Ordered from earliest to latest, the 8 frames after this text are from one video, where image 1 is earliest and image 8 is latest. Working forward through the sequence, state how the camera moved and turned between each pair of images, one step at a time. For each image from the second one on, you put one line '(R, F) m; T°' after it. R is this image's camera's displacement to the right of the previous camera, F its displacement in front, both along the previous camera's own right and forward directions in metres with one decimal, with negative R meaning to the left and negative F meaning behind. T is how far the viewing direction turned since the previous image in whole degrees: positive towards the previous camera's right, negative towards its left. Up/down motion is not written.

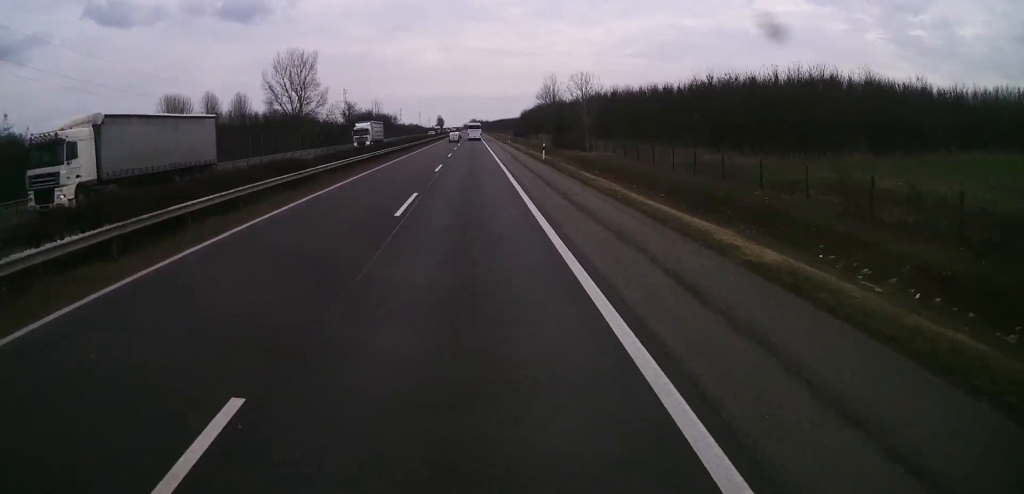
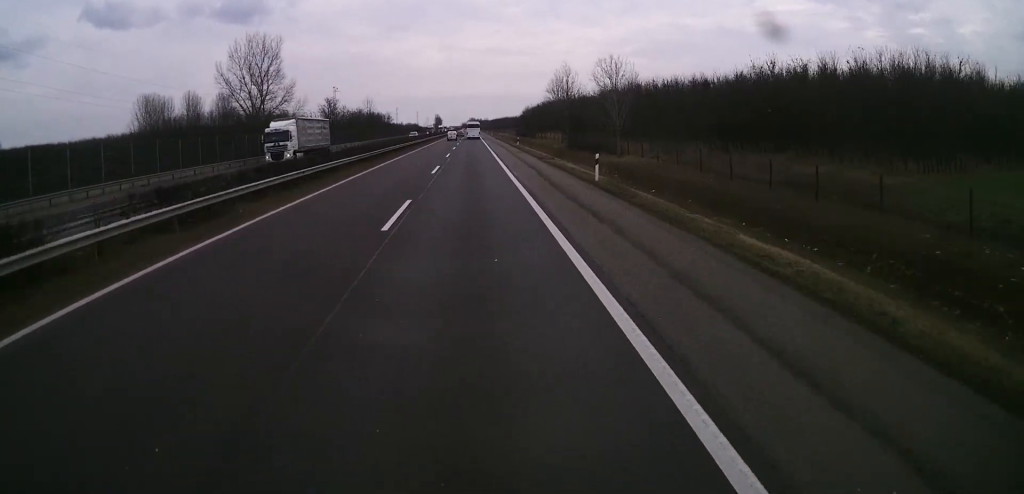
(+0.1, +20.7) m; 0°
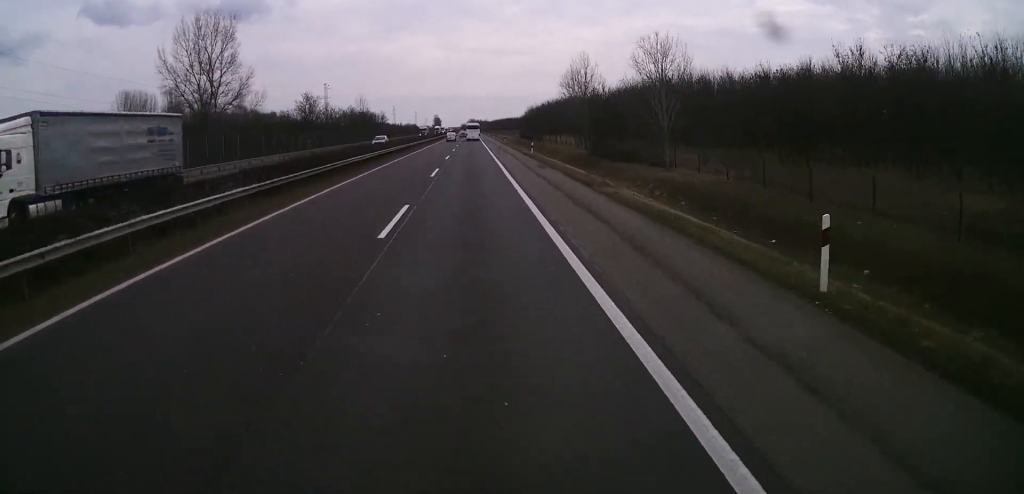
(-0.3, +18.4) m; -1°
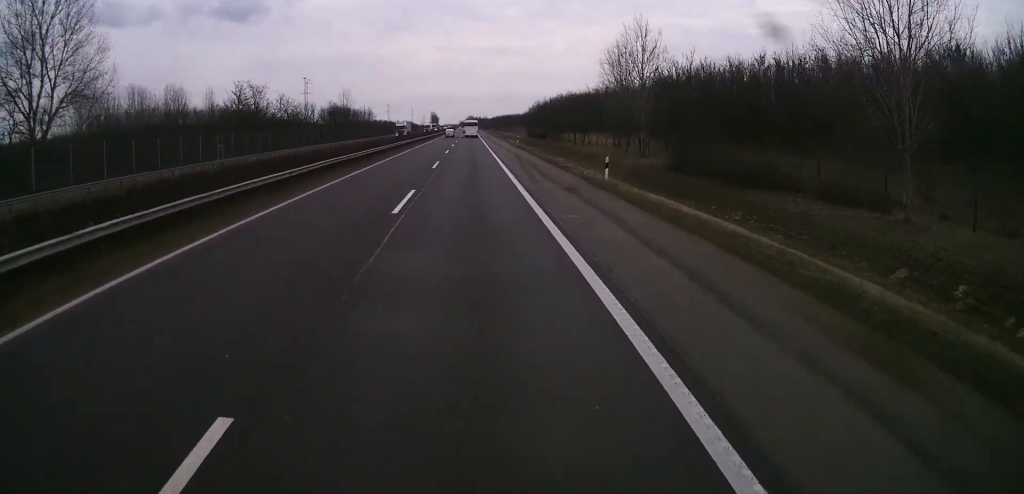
(0.0, +33.2) m; 0°
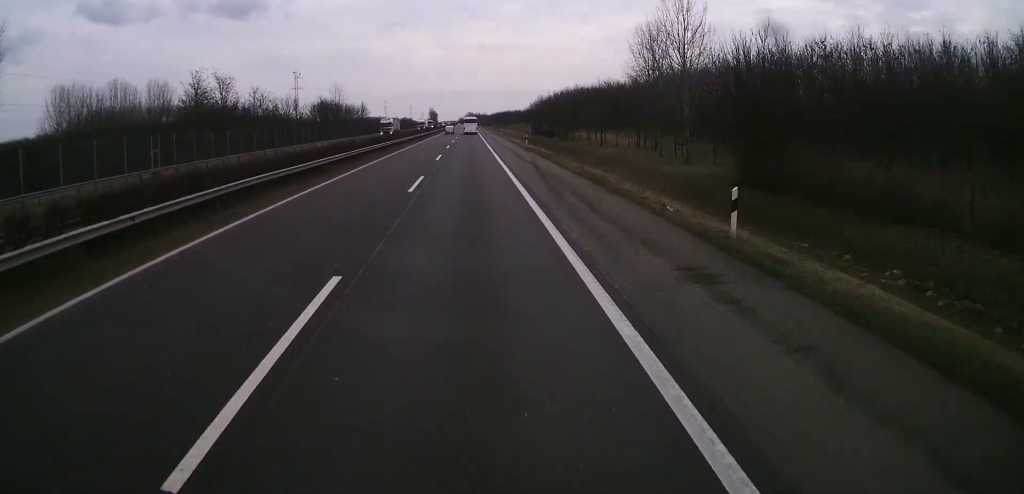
(-0.1, +13.2) m; 0°
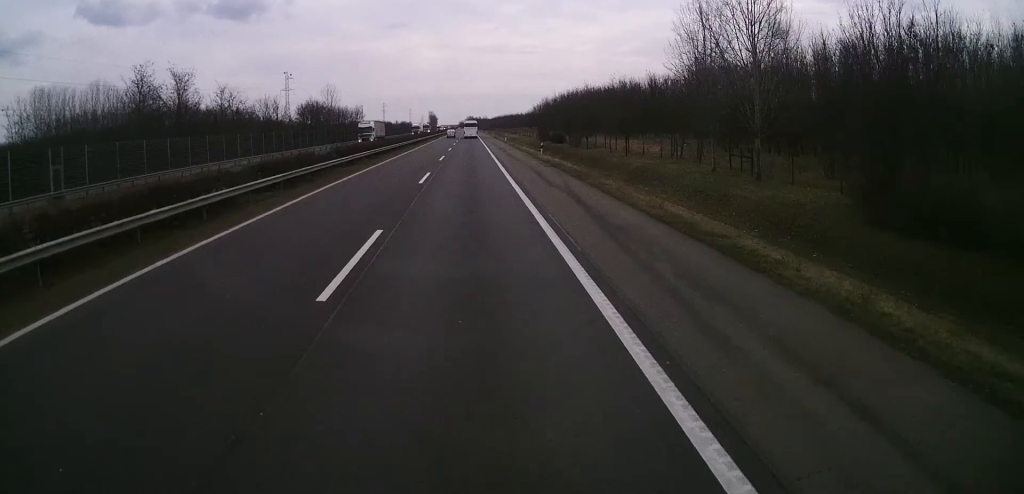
(+0.3, +13.1) m; 0°
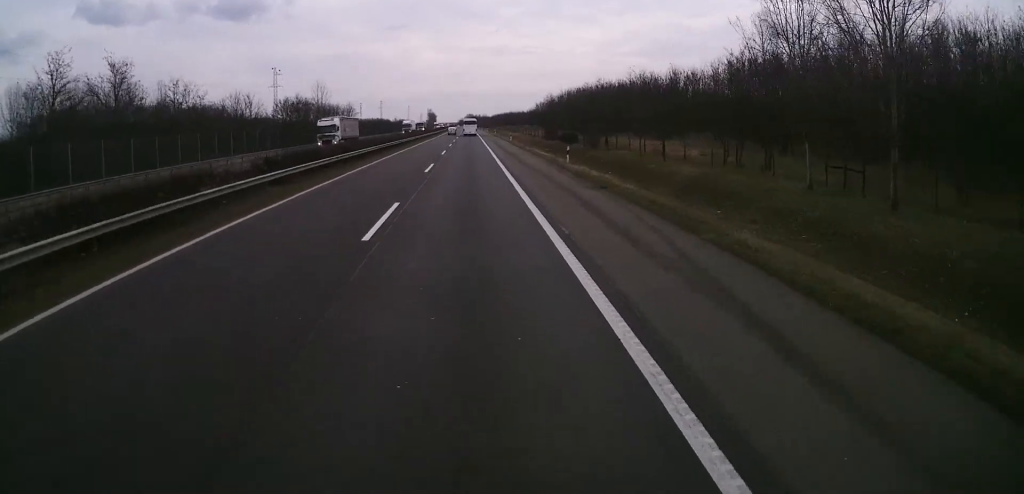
(0.0, +13.8) m; 0°
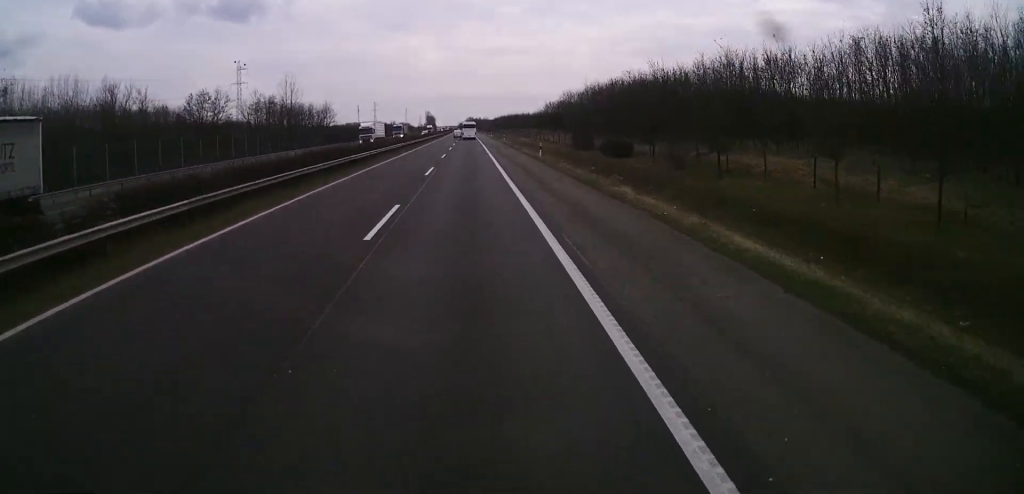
(-0.6, +35.3) m; 0°
